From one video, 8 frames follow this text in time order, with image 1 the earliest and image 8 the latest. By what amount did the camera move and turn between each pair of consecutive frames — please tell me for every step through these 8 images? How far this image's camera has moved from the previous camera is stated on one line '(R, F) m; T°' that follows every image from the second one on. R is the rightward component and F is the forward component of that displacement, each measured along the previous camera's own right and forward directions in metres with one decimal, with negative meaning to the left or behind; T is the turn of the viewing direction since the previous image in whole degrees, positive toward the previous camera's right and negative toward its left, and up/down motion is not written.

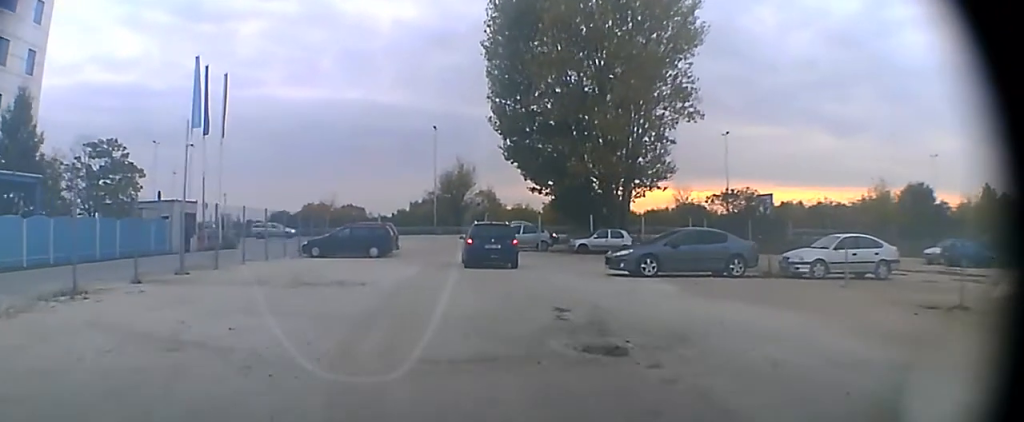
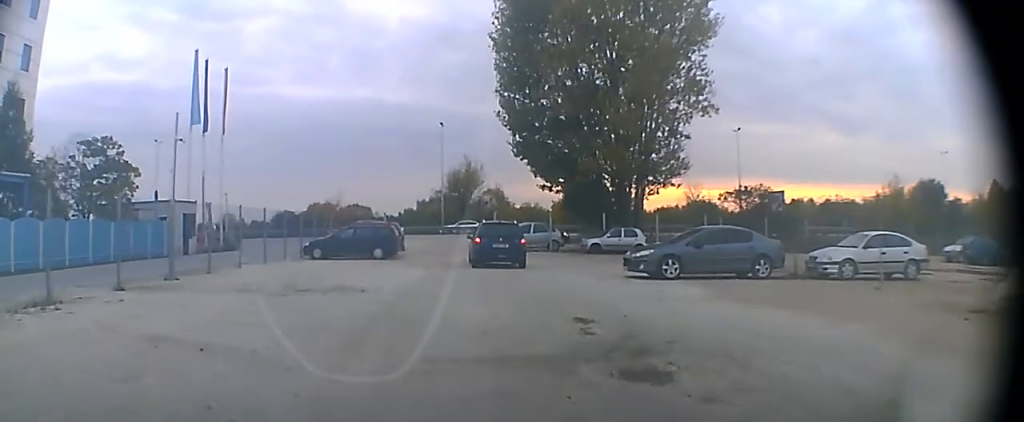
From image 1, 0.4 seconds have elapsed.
(0.0, +1.4) m; 0°
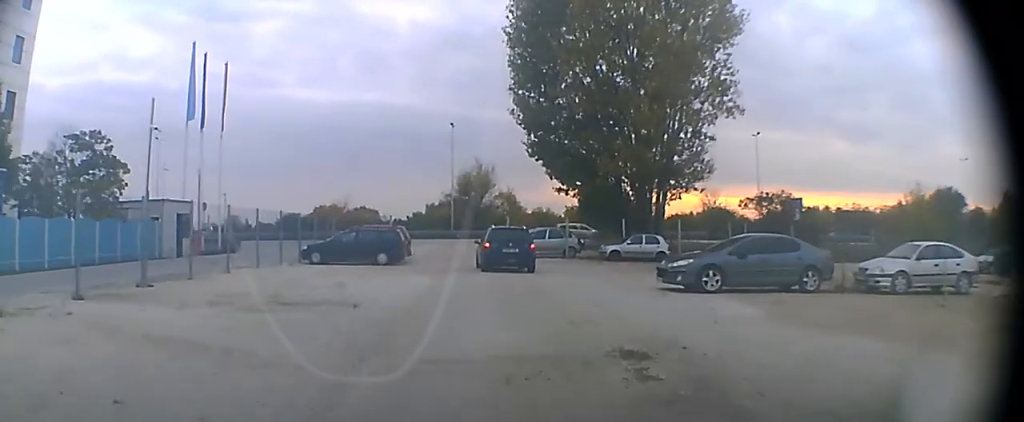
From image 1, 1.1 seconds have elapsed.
(0.0, +2.3) m; 0°
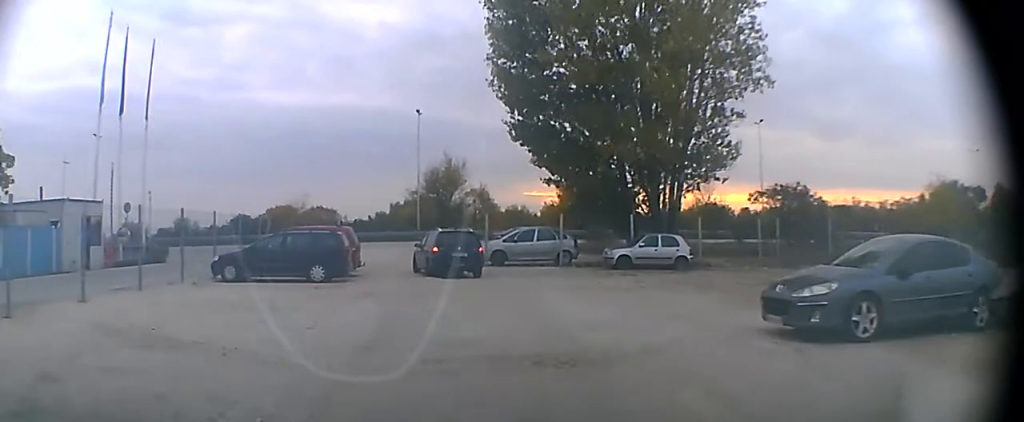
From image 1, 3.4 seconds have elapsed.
(0.0, +7.7) m; +2°
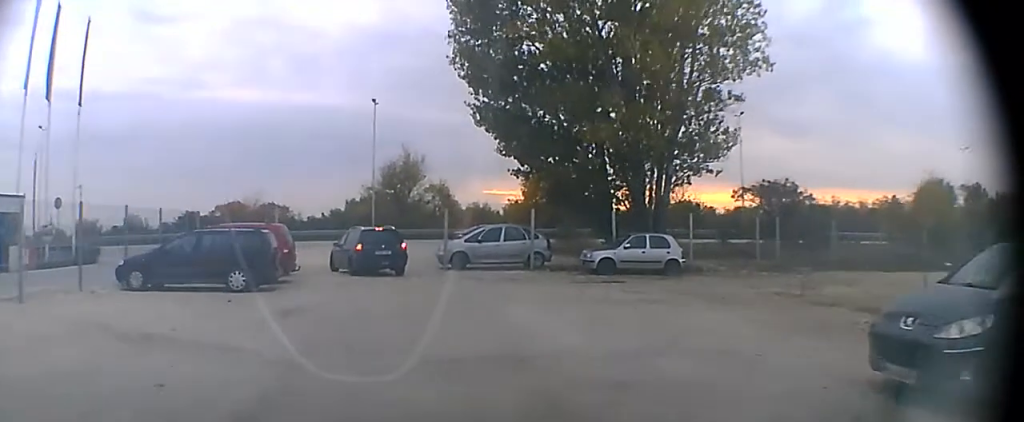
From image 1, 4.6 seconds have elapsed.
(+0.1, +3.9) m; +4°
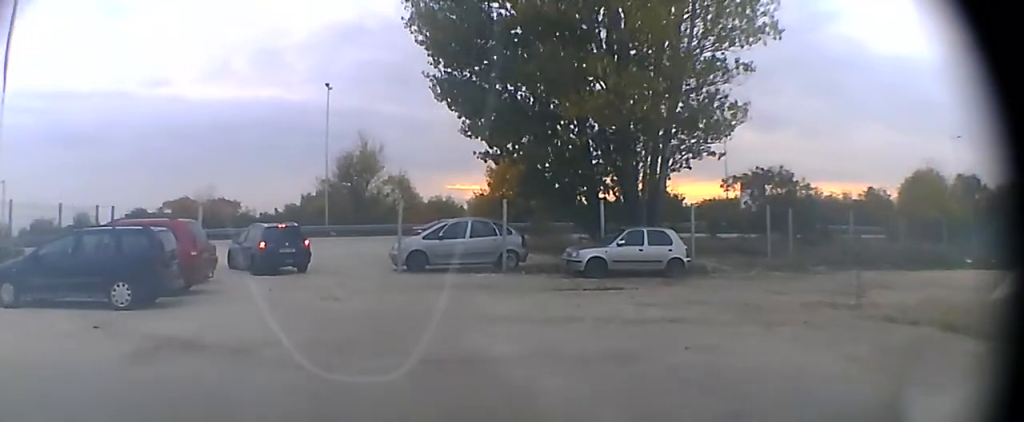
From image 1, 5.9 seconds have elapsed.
(+0.2, +4.1) m; +2°
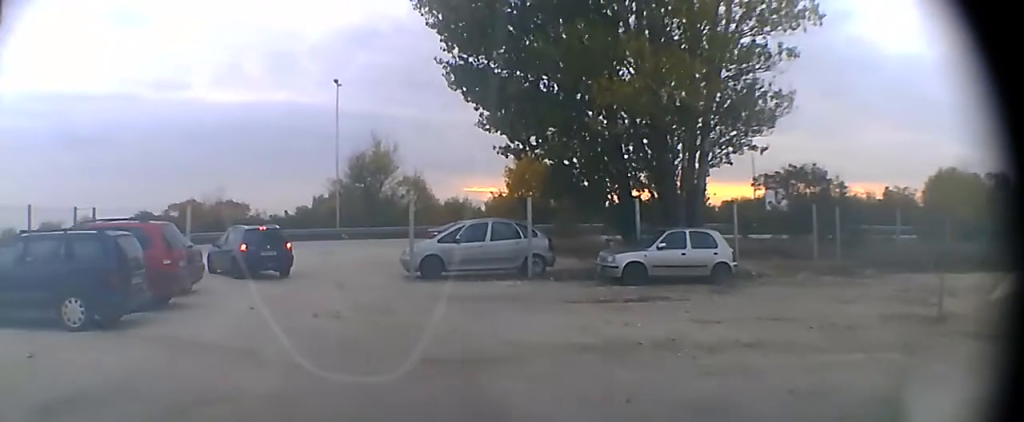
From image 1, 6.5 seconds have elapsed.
(0.0, +2.2) m; -4°
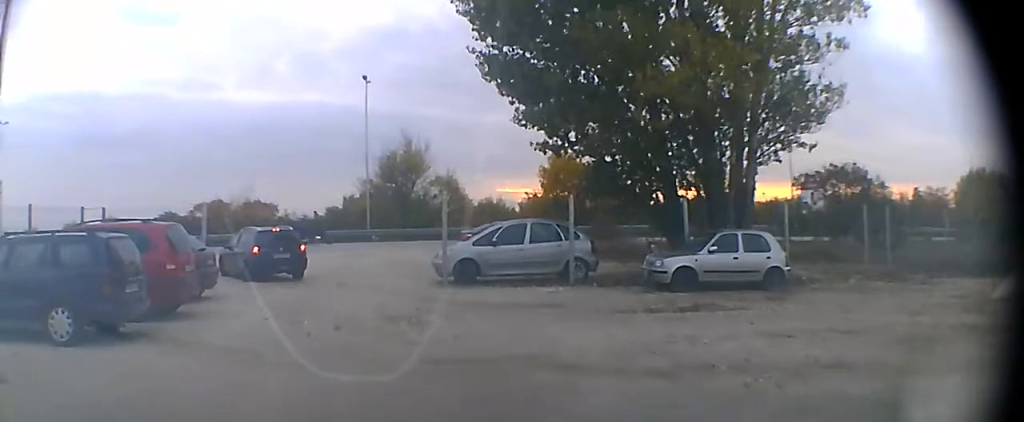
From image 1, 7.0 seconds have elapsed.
(+0.1, +1.5) m; -4°
